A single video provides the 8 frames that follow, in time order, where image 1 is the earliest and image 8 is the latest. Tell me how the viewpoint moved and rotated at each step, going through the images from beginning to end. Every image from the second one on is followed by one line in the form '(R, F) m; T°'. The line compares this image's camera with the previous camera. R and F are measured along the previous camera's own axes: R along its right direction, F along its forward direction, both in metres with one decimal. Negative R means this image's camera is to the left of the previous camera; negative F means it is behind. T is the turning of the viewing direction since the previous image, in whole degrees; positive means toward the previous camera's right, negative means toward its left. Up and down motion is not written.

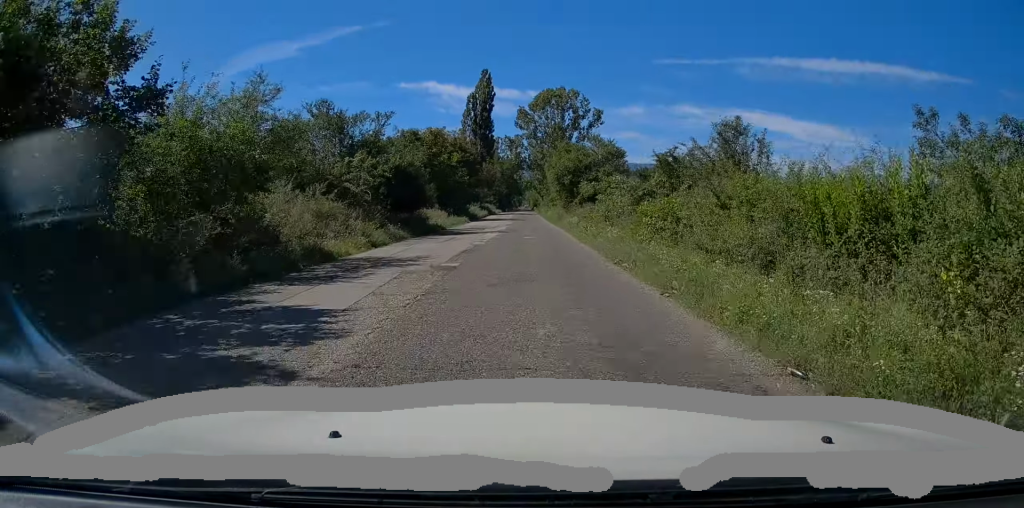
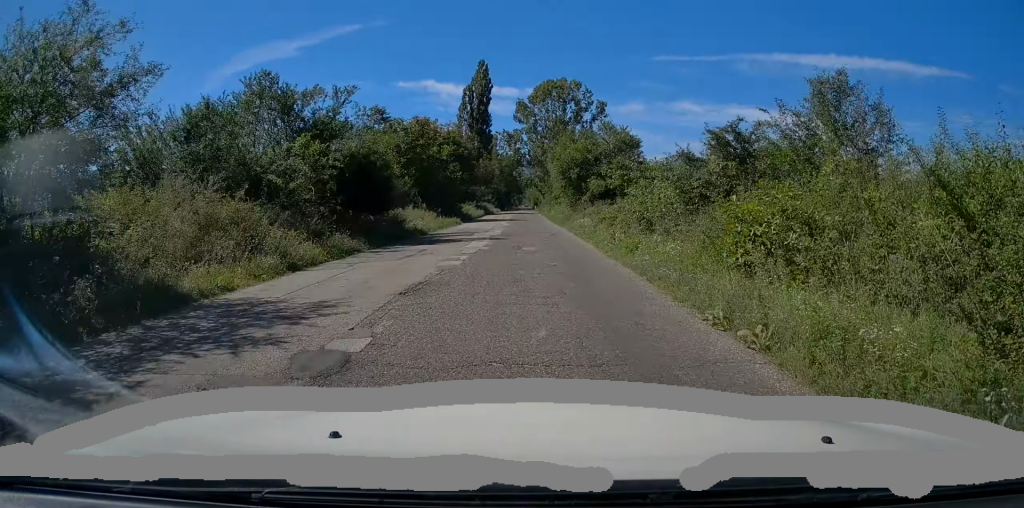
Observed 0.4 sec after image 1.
(0.0, +6.9) m; 0°
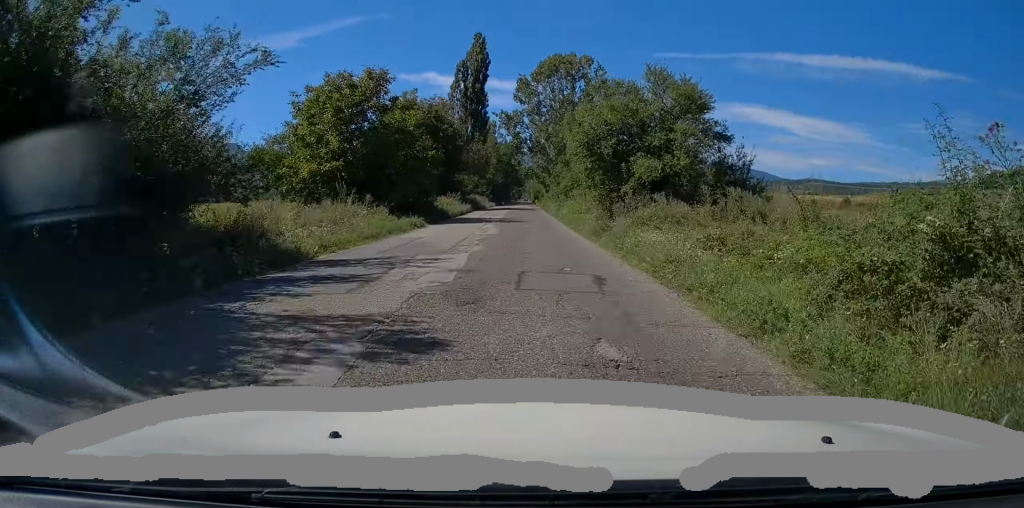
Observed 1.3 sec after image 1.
(+0.1, +16.2) m; 0°
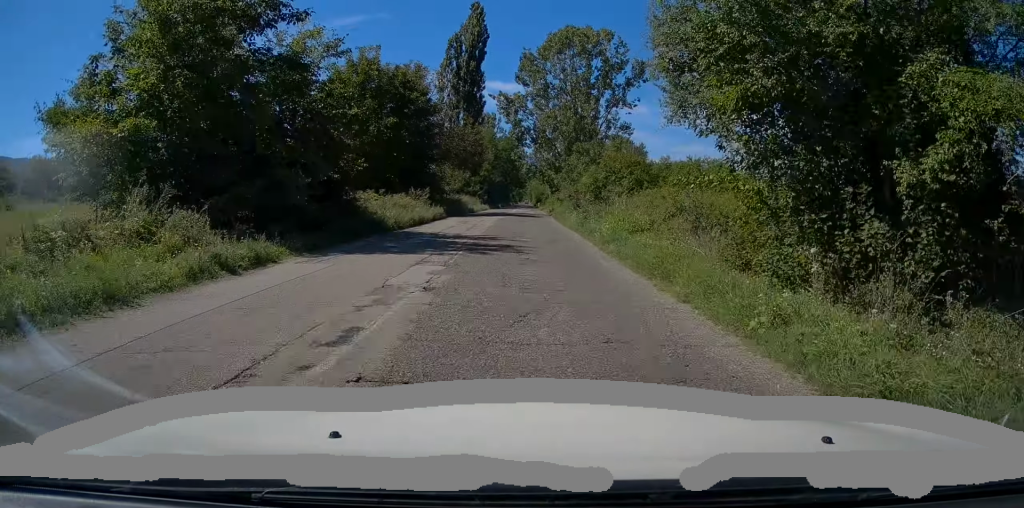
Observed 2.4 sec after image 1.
(-0.1, +17.8) m; -1°
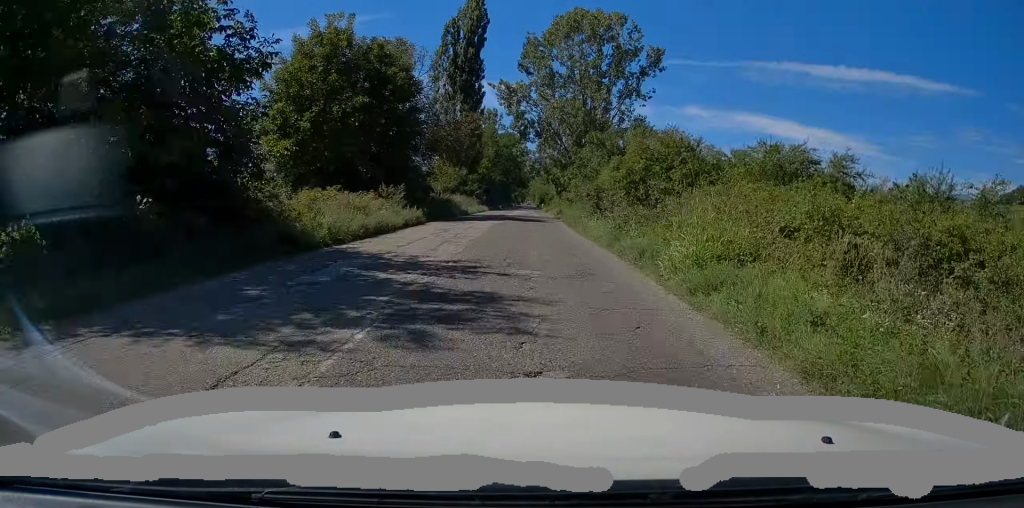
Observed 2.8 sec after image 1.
(-0.2, +8.1) m; 0°
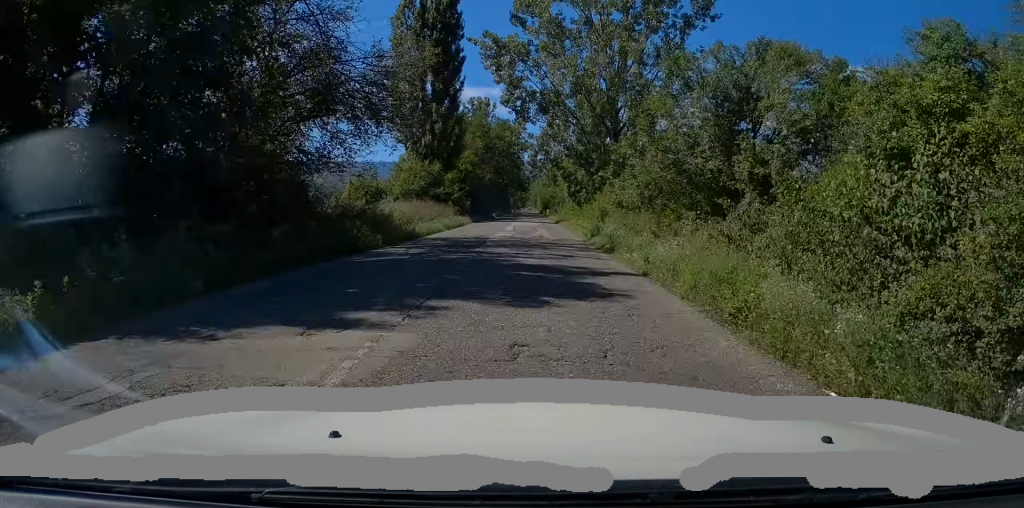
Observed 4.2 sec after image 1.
(0.0, +23.2) m; 0°
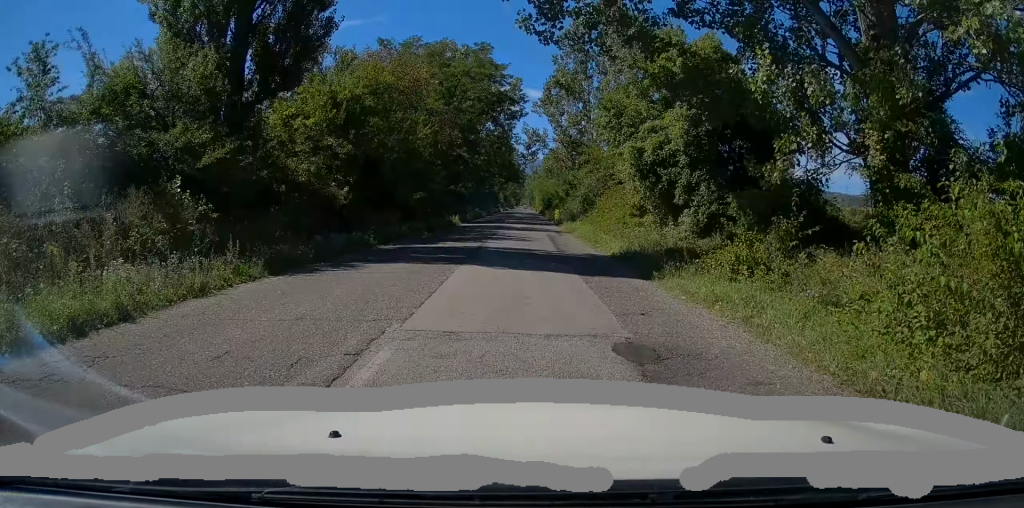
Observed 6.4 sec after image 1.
(+0.1, +38.5) m; +1°
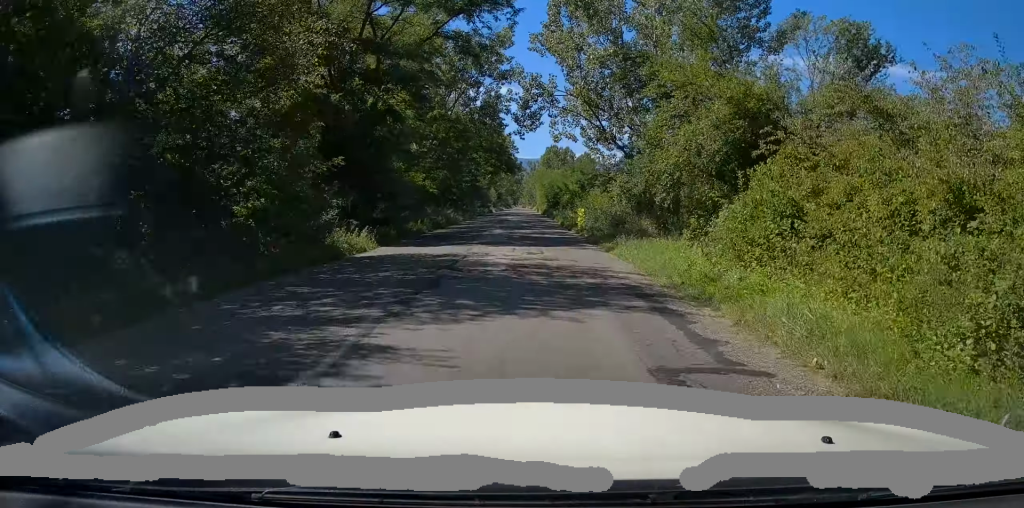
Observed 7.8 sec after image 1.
(+0.1, +23.7) m; 0°
